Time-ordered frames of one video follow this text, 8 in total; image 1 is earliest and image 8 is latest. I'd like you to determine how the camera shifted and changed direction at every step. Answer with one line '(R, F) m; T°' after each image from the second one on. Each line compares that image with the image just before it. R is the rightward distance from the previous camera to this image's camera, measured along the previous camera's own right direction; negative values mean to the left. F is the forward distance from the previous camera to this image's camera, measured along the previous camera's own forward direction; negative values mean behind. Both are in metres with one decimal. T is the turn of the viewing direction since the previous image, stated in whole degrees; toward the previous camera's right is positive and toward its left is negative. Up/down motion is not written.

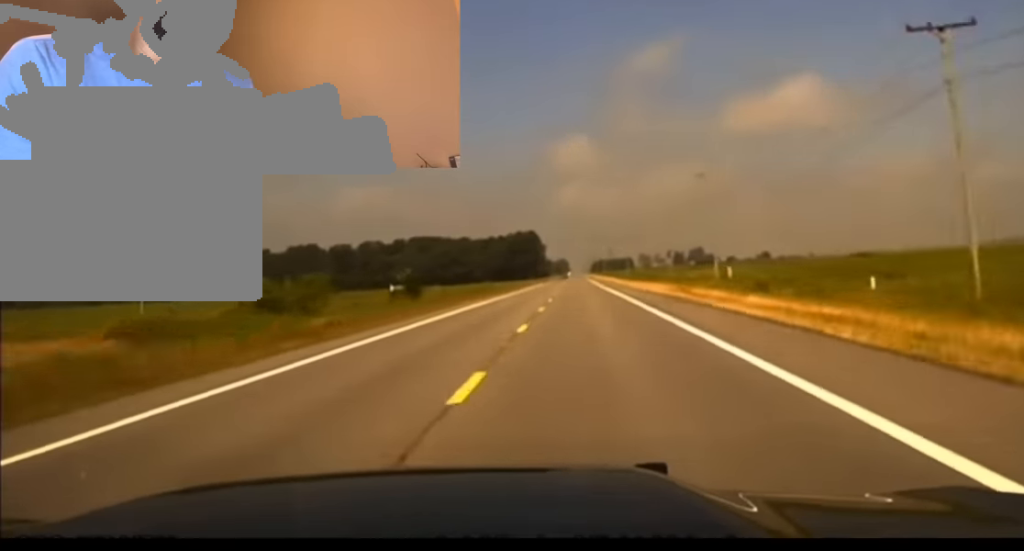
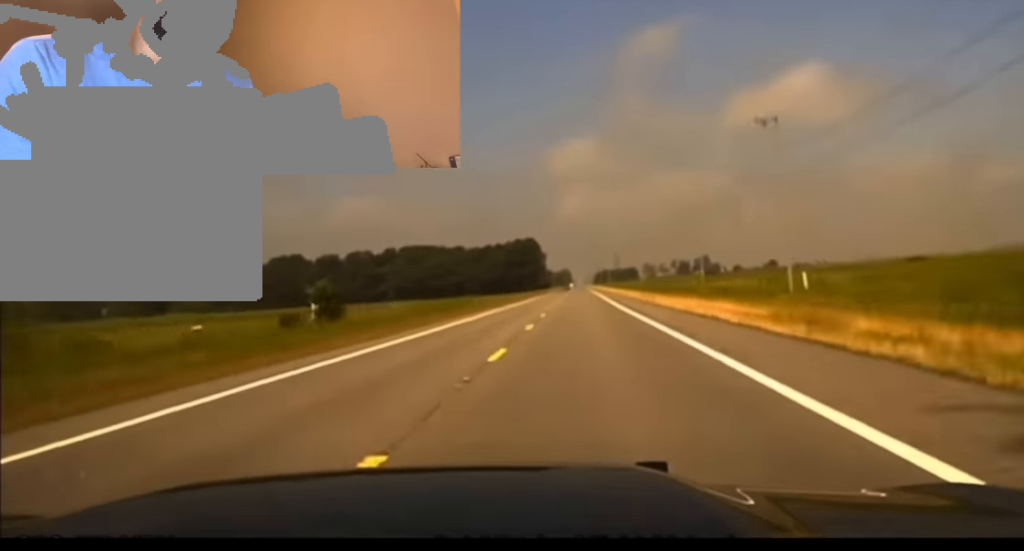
(+0.2, +30.1) m; 0°
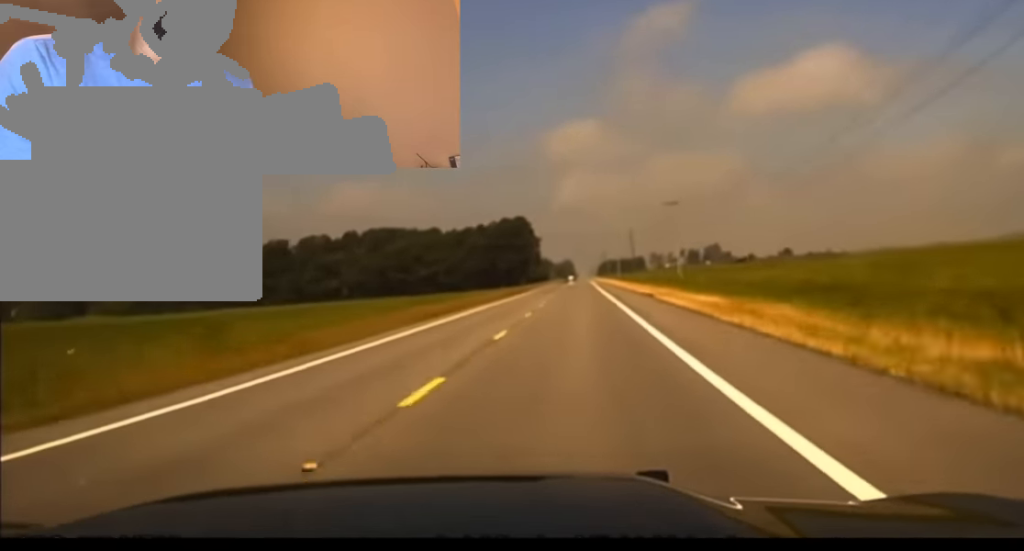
(-0.6, +78.9) m; 0°
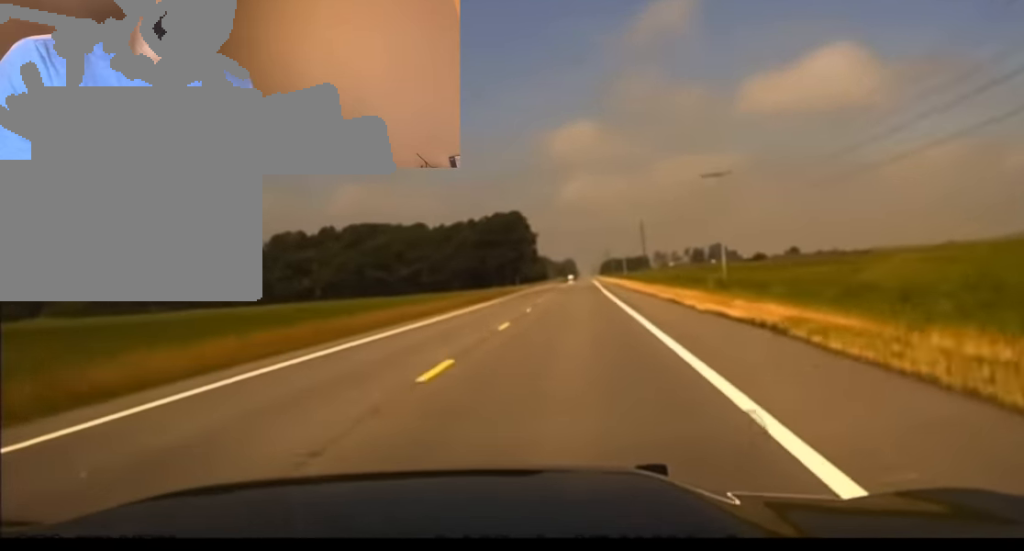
(0.0, +35.0) m; 0°
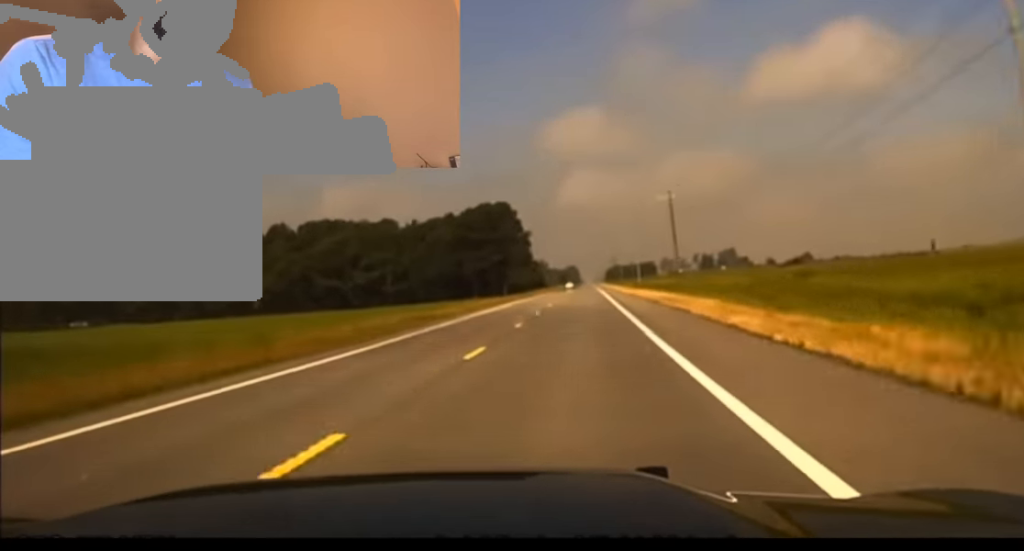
(0.0, +56.0) m; 0°
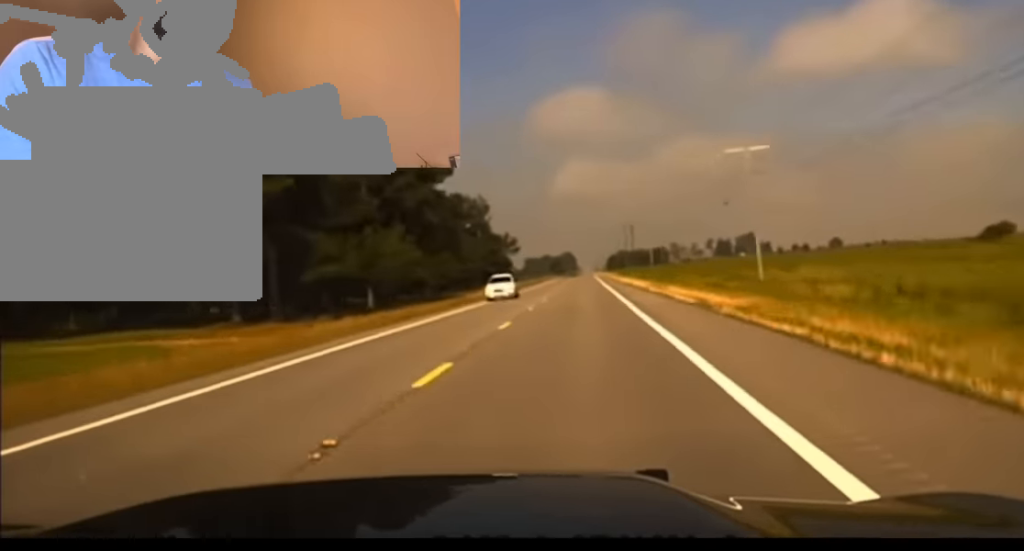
(0.0, +152.6) m; 0°
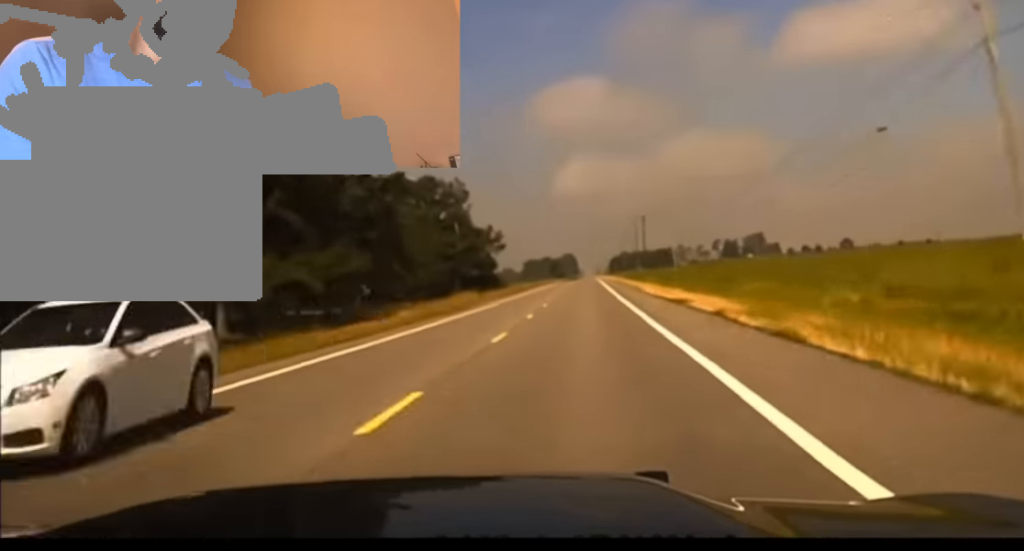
(+0.1, +40.0) m; 0°
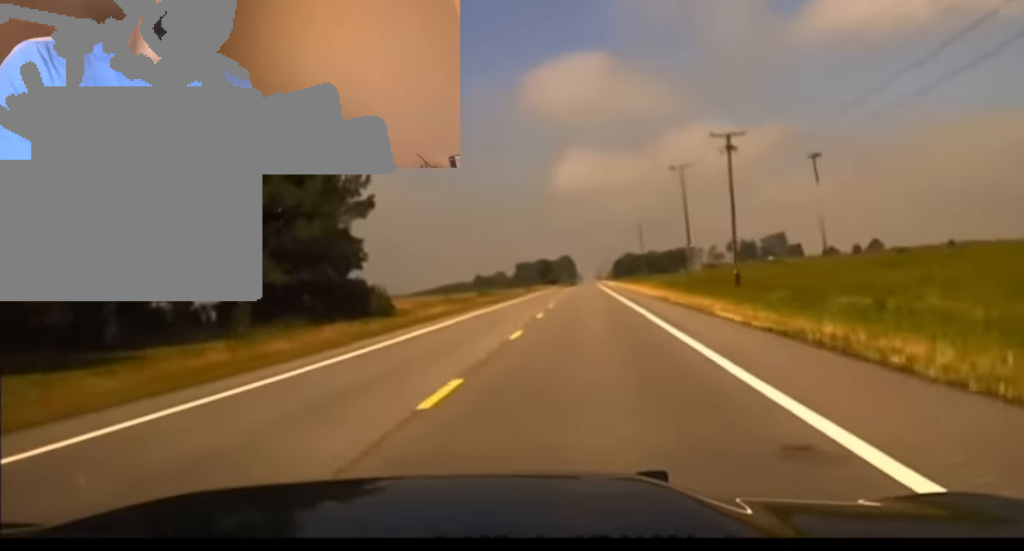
(-0.3, +108.7) m; 0°
